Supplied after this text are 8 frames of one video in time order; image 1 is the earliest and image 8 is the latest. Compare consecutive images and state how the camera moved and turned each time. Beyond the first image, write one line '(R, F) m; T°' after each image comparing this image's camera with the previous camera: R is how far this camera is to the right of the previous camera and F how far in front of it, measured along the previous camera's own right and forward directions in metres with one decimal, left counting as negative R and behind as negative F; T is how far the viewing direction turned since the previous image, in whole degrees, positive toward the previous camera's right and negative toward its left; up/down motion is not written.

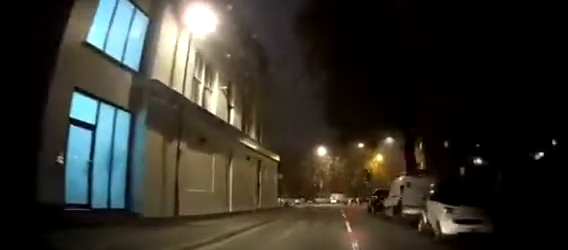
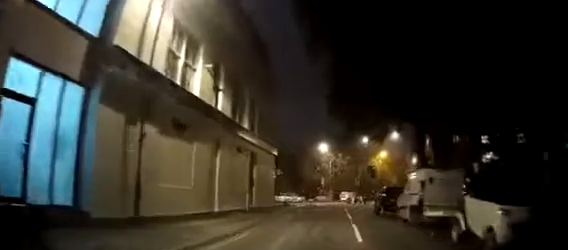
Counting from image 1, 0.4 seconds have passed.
(0.0, +2.2) m; 0°
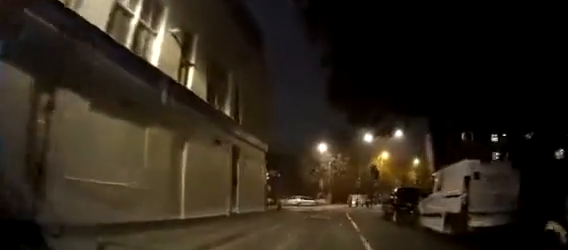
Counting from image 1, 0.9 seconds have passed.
(0.0, +3.0) m; 0°
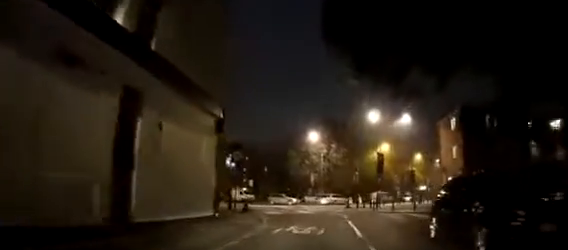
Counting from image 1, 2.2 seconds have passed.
(-0.1, +7.4) m; 0°
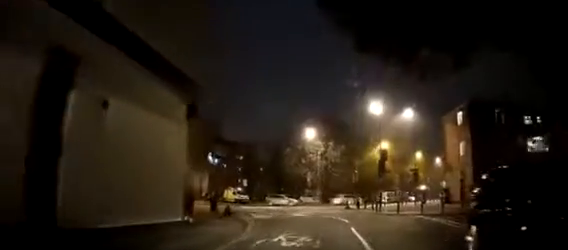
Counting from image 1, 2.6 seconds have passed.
(0.0, +2.2) m; 0°
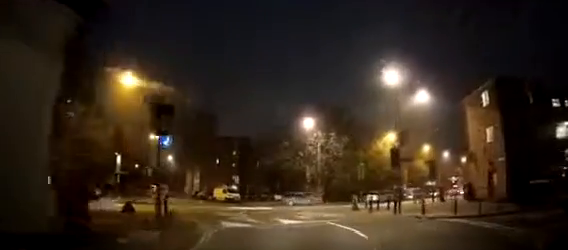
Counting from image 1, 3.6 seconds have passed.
(0.0, +4.8) m; -3°
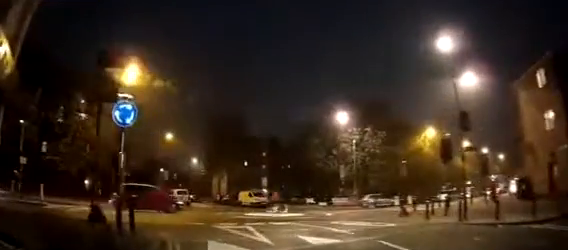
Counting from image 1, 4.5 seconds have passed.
(-0.2, +3.6) m; -11°
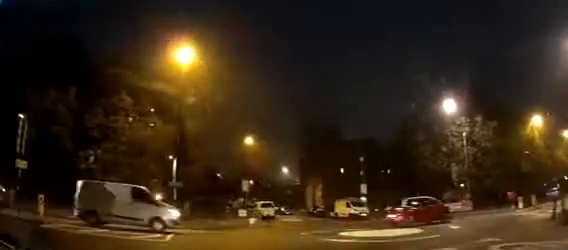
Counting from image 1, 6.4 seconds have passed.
(-1.6, +5.8) m; -25°
